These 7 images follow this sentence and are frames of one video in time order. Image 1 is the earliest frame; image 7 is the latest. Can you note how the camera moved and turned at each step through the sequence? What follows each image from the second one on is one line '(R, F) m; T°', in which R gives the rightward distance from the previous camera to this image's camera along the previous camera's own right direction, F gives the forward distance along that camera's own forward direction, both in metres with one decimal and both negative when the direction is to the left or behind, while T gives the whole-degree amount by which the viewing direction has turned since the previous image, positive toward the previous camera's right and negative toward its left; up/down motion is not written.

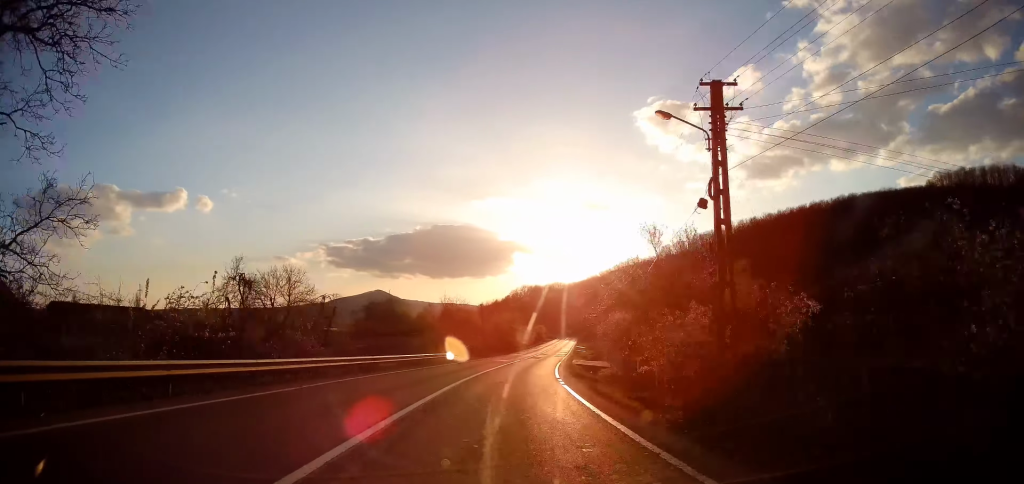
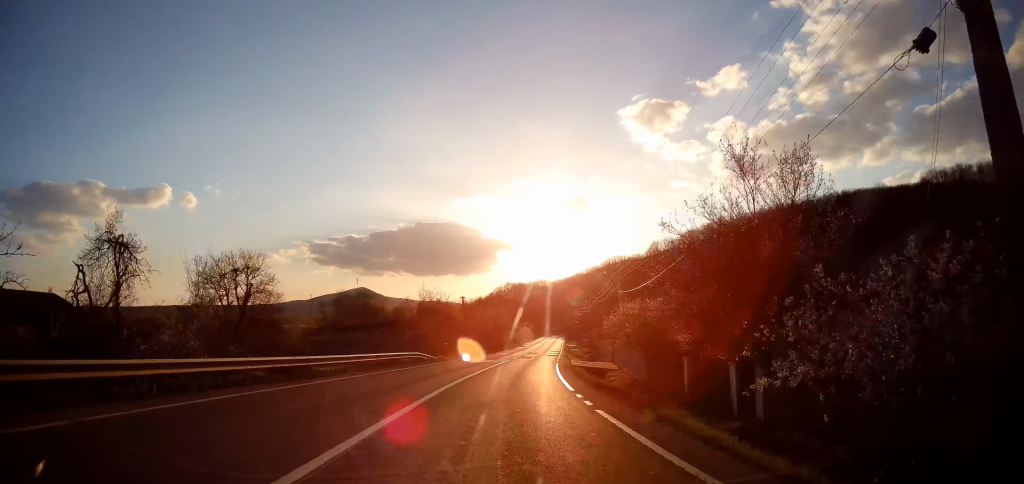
(+0.1, +7.7) m; +1°
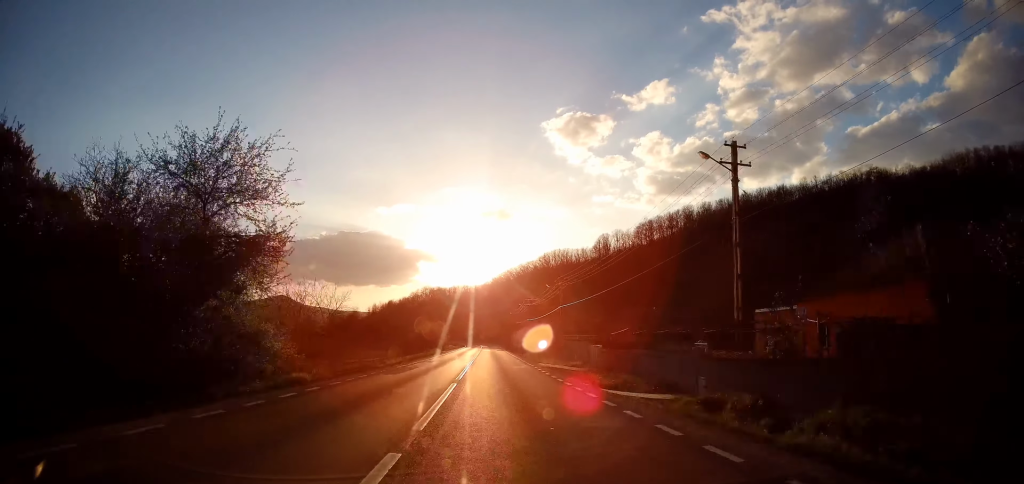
(+6.6, +63.3) m; +11°
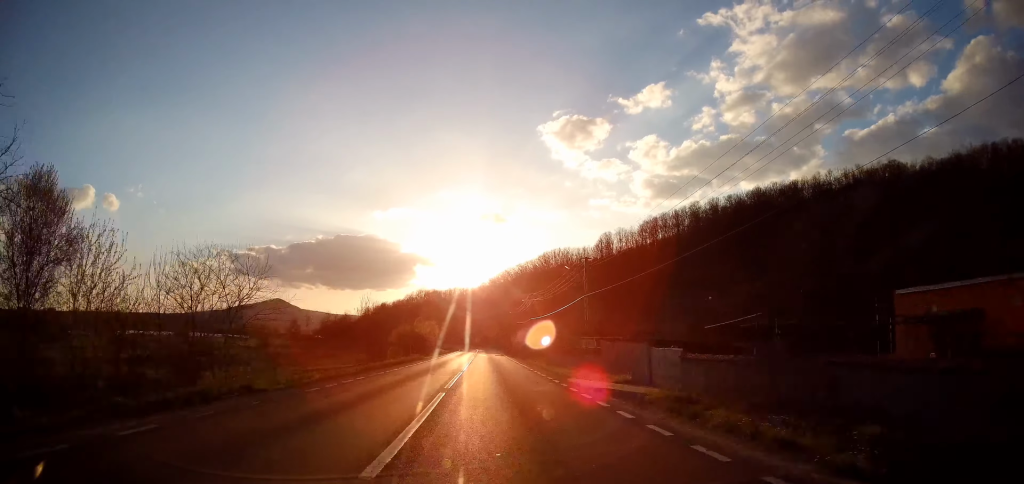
(+0.2, +12.9) m; +1°
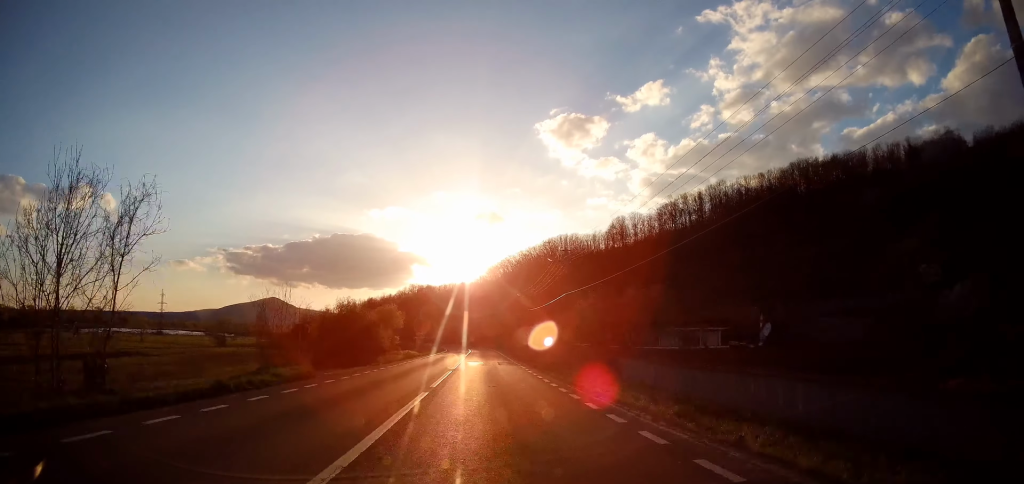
(-0.4, +30.9) m; 0°
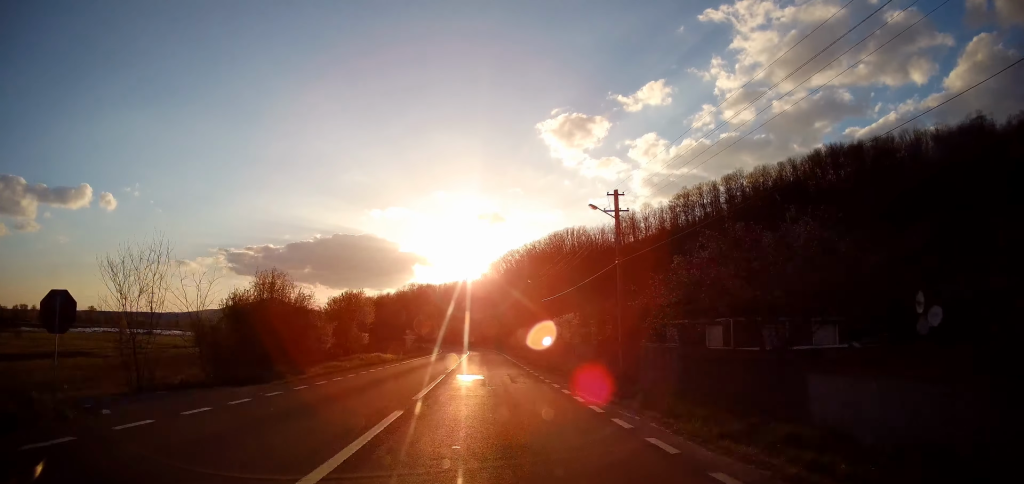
(+0.1, +15.1) m; 0°
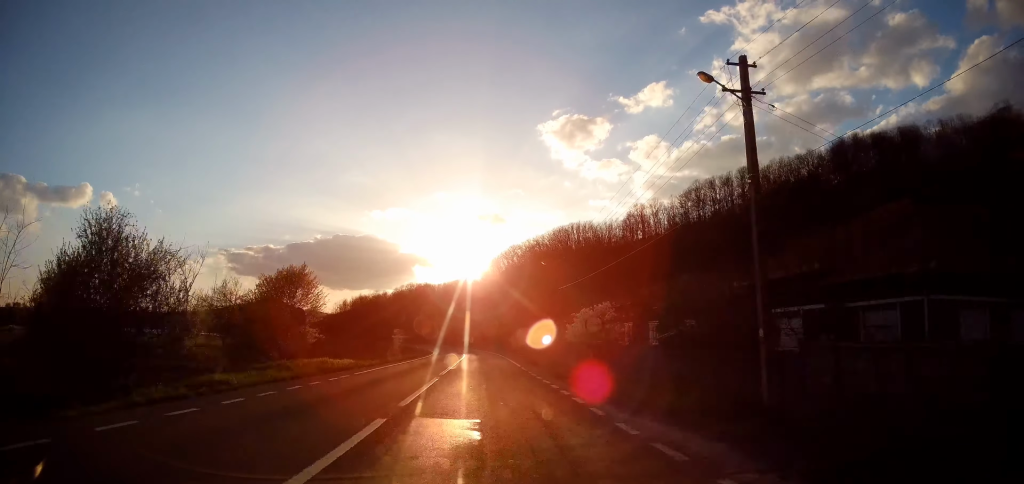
(+0.2, +12.3) m; 0°
